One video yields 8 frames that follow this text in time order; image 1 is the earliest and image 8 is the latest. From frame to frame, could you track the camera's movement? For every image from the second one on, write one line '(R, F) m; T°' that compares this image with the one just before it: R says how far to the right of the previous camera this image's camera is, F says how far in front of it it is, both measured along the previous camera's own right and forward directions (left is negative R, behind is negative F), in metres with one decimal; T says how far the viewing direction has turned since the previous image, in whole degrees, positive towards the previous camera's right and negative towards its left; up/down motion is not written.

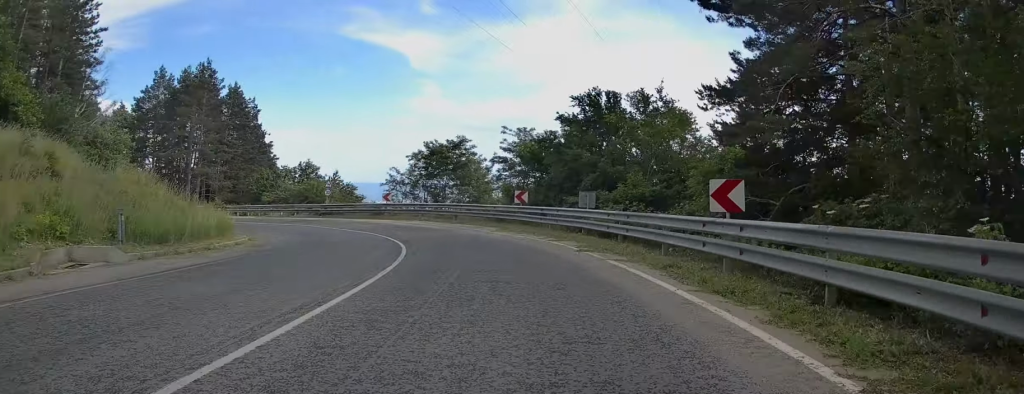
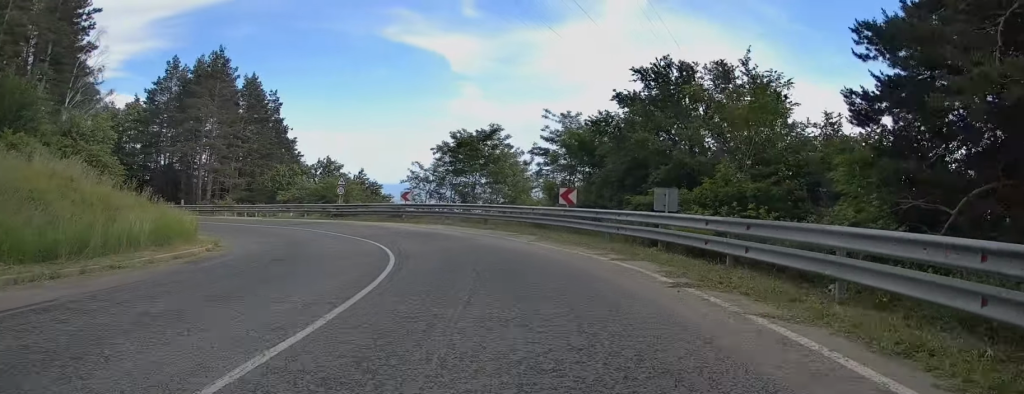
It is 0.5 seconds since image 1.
(0.0, +7.4) m; -4°
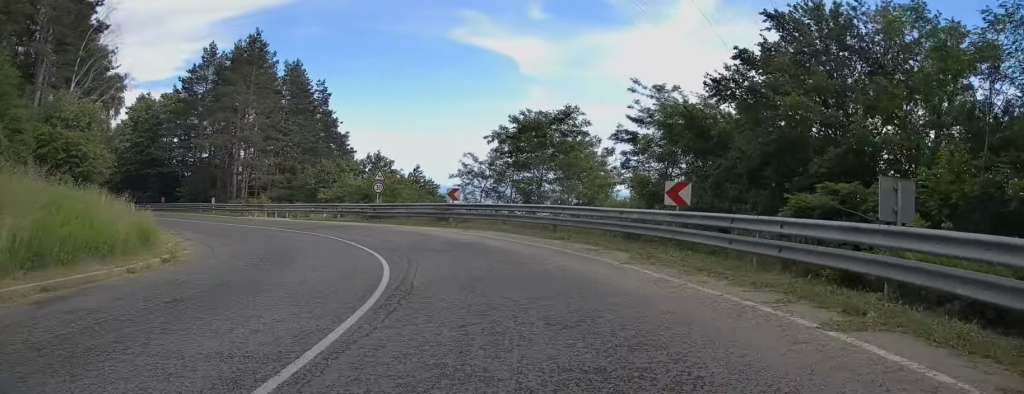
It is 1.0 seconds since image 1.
(-0.5, +7.9) m; -7°
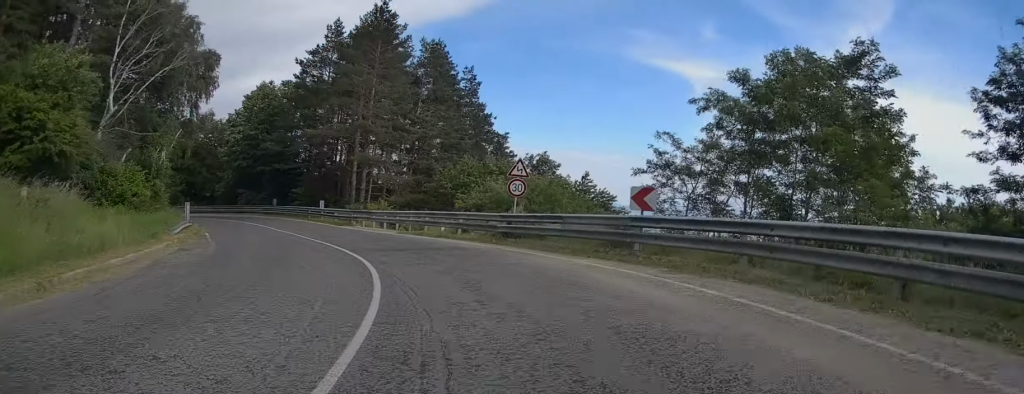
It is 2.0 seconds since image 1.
(-1.6, +13.8) m; -13°
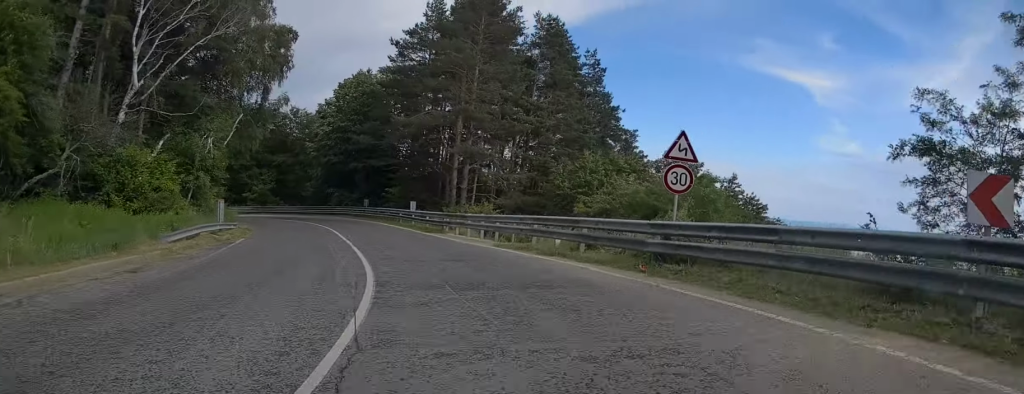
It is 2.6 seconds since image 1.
(-0.7, +9.1) m; -8°
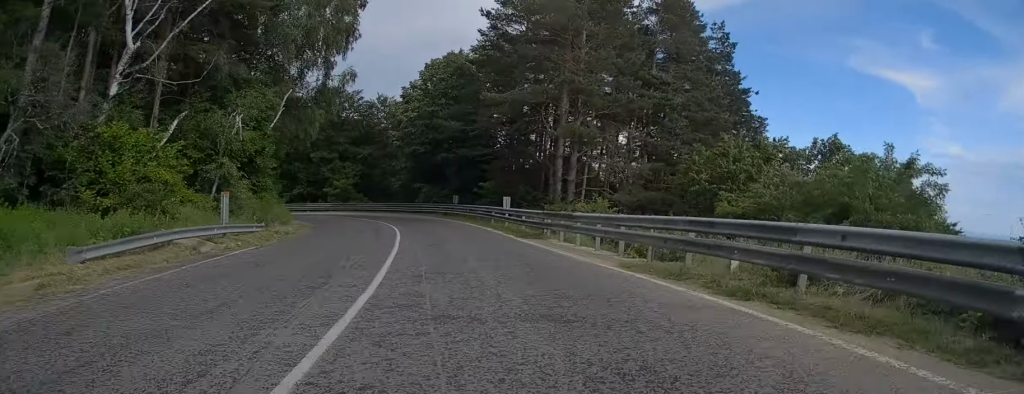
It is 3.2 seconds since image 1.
(-0.6, +8.6) m; -8°
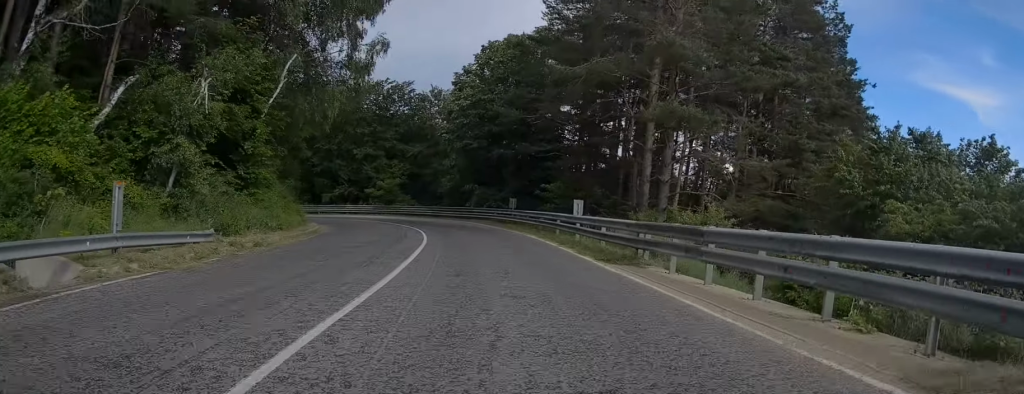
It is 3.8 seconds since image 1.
(-0.2, +8.5) m; -8°
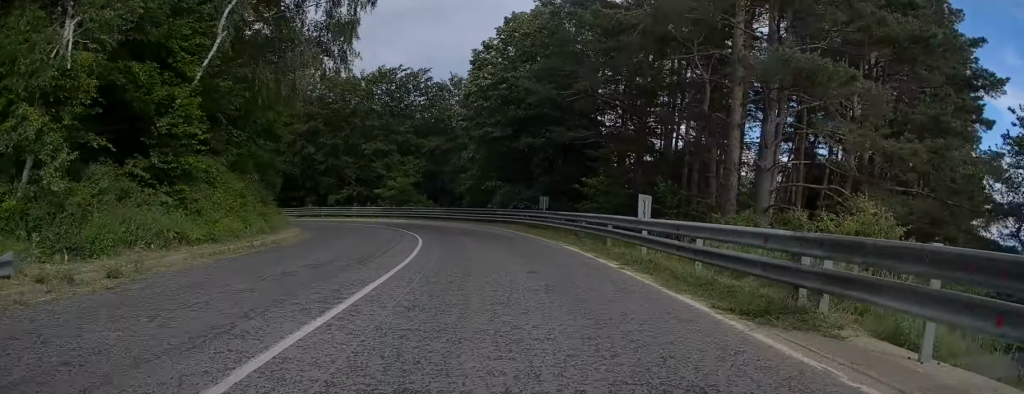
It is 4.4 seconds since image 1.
(-1.2, +8.0) m; -7°
